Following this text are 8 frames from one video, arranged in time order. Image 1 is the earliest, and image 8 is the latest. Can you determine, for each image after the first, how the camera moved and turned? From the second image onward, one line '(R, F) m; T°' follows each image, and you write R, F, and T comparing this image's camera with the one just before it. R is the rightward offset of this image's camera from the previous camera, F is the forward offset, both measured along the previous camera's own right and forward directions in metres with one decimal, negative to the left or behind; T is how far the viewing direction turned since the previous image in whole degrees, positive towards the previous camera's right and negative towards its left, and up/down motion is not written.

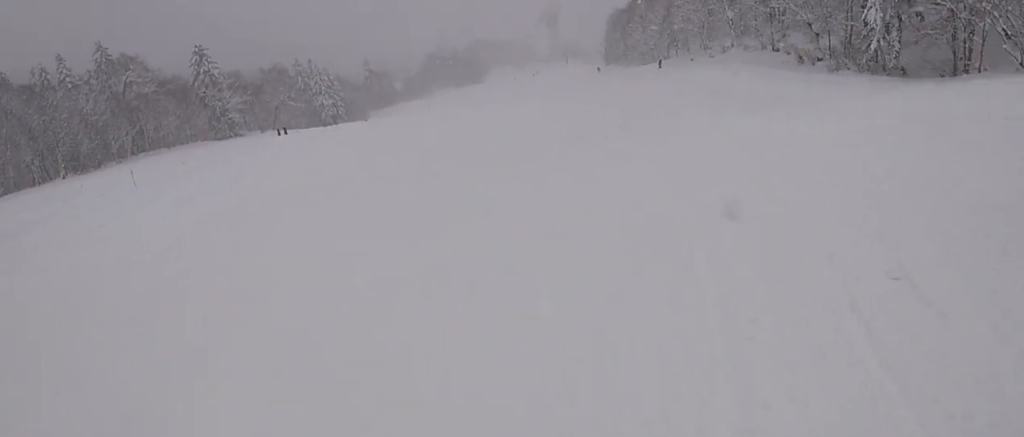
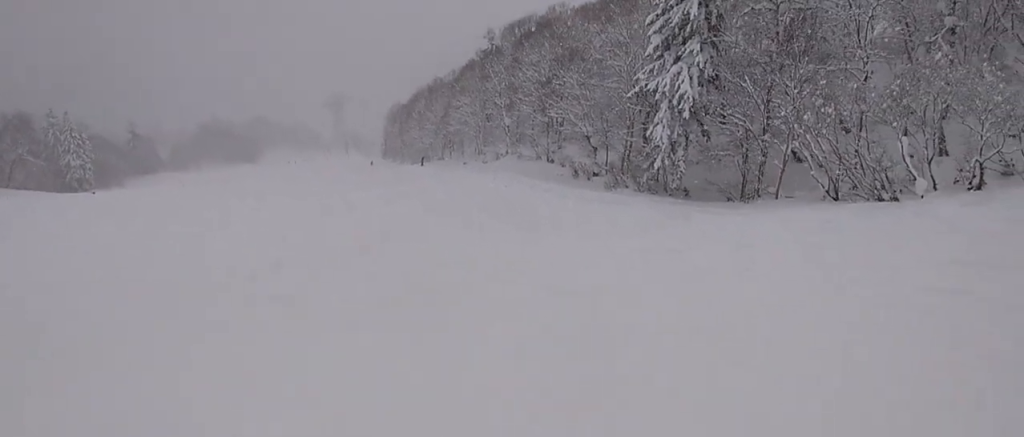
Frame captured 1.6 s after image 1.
(+1.8, +8.1) m; +7°
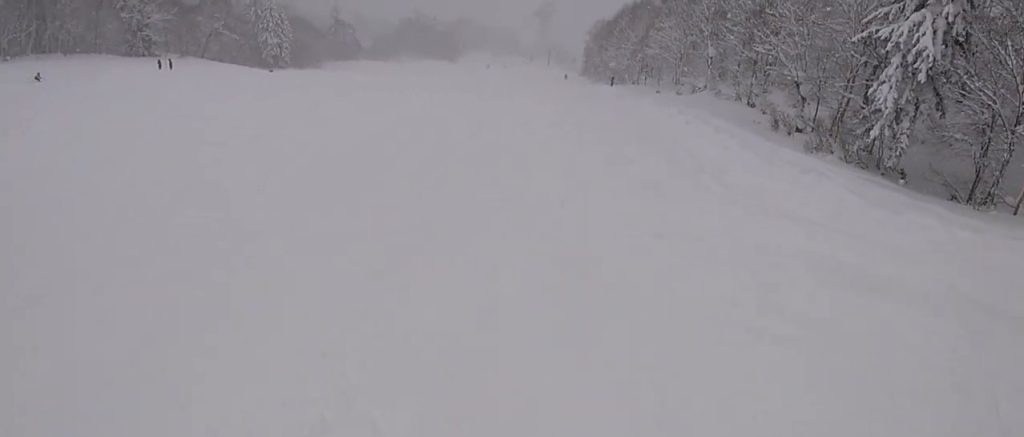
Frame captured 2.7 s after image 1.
(-0.7, +6.2) m; -13°
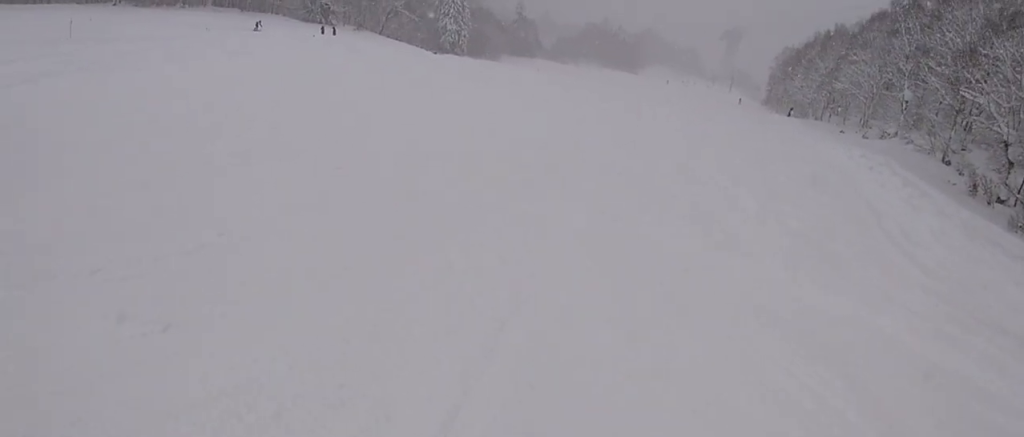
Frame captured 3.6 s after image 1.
(-0.5, +5.1) m; -13°
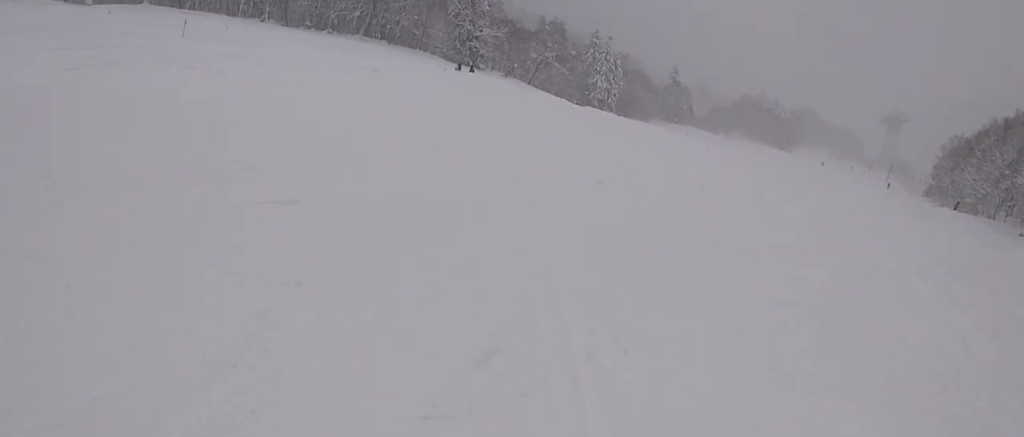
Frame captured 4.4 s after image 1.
(-0.7, +5.6) m; -17°
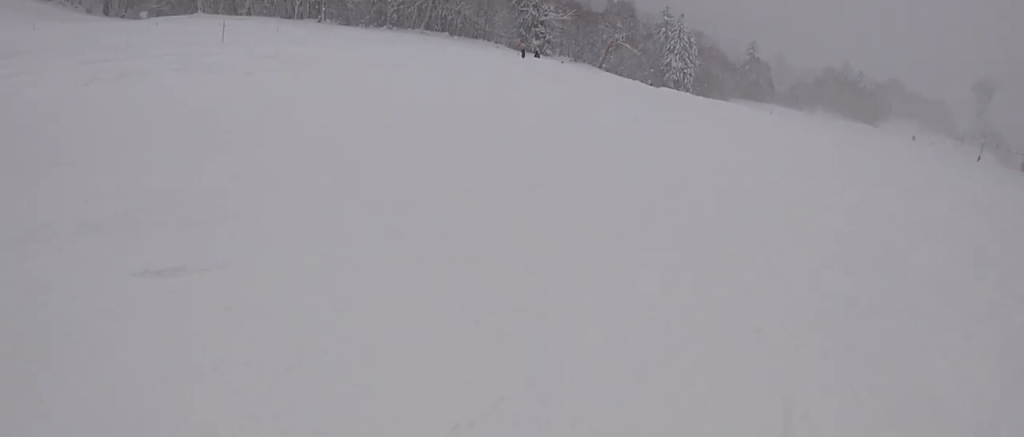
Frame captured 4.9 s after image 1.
(-0.1, +3.2) m; -11°
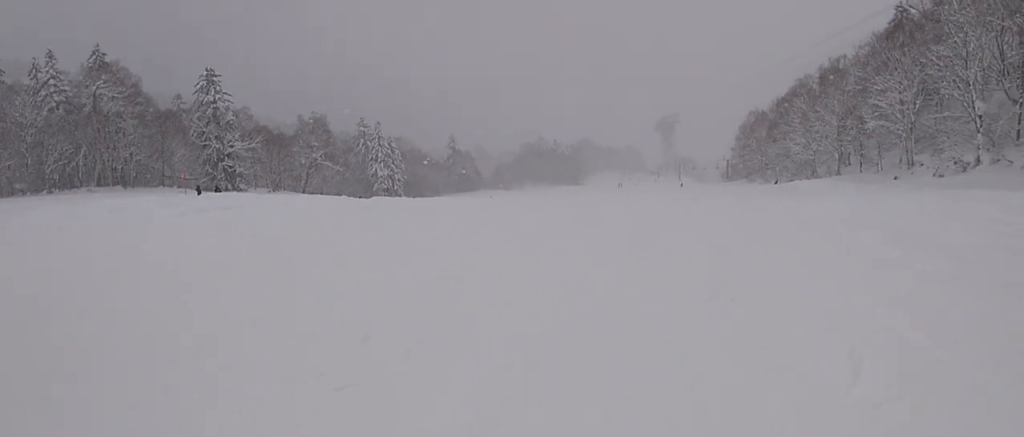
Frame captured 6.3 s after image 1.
(-0.3, +8.7) m; +22°
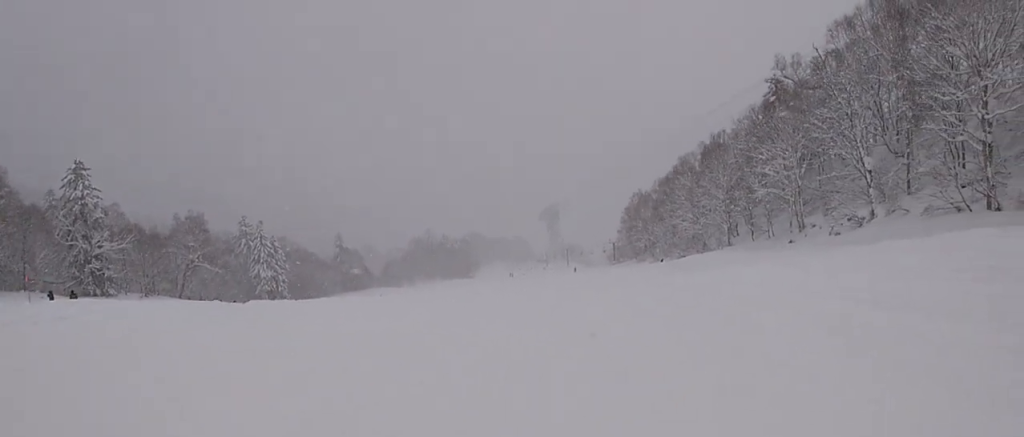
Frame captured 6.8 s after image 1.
(+0.8, +3.1) m; +17°
